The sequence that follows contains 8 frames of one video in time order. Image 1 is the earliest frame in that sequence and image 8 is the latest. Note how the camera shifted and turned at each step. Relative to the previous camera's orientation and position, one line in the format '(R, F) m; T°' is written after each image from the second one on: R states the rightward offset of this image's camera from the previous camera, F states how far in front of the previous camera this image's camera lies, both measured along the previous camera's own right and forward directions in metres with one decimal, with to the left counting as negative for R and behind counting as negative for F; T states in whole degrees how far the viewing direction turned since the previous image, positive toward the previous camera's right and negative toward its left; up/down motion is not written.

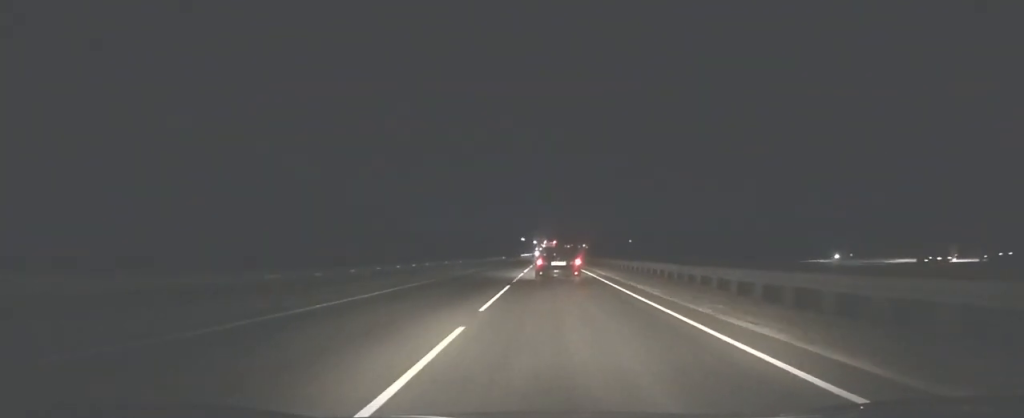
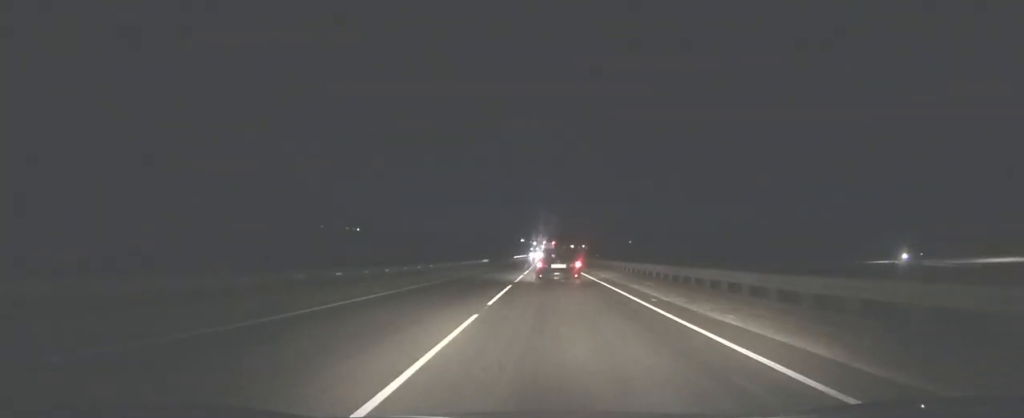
(0.0, +34.2) m; 0°
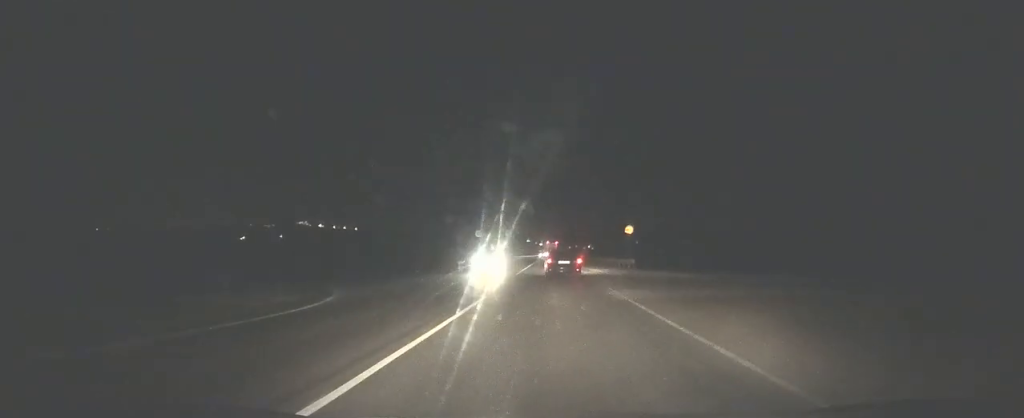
(-0.7, +101.6) m; 0°
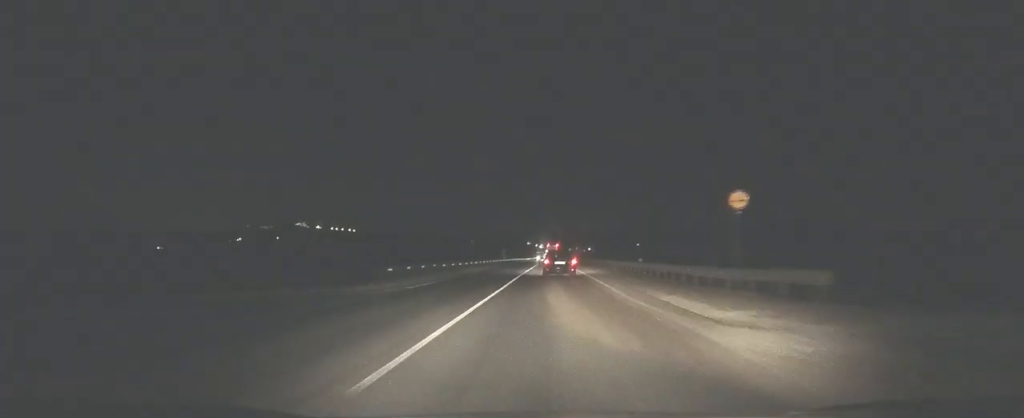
(+0.2, +28.2) m; 0°
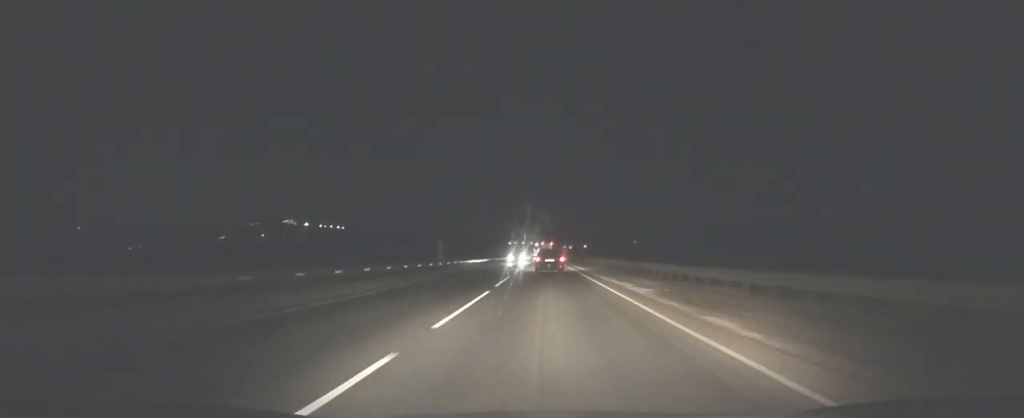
(+0.3, +77.3) m; 0°
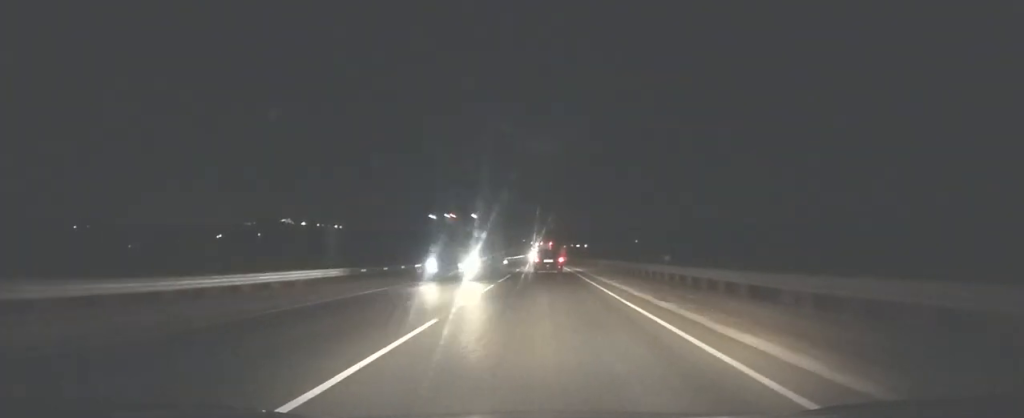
(-0.1, +31.4) m; 0°
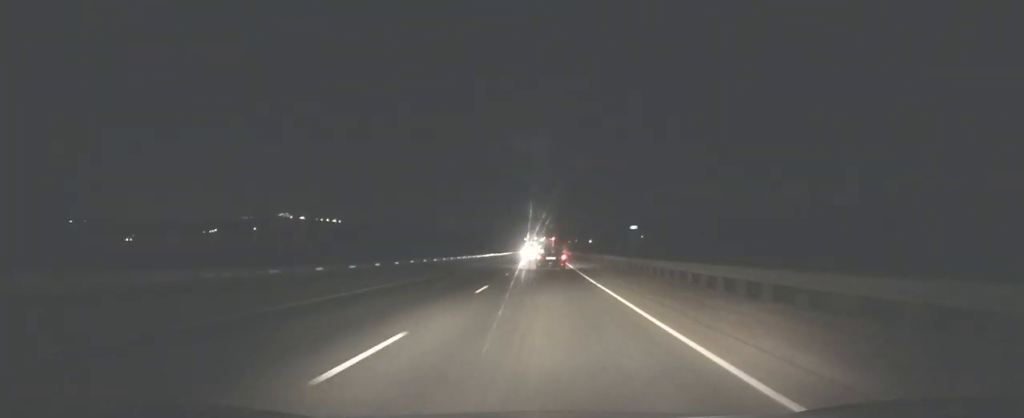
(-0.3, +60.7) m; 0°
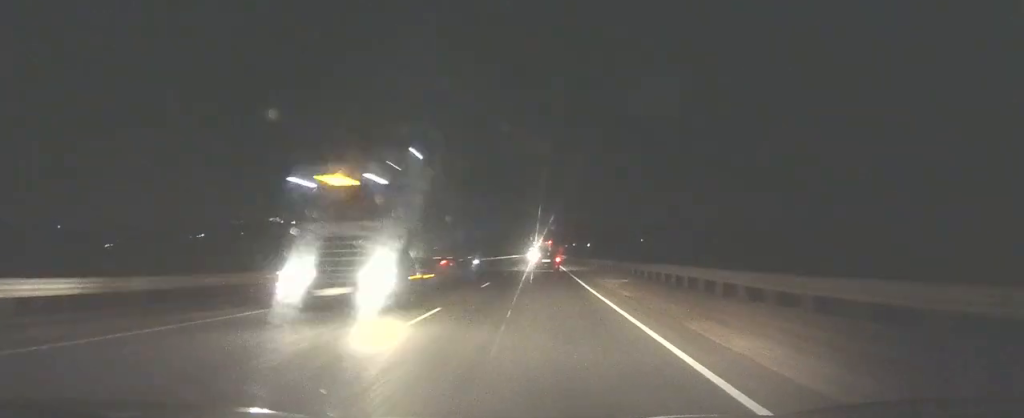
(0.0, +67.3) m; 0°
